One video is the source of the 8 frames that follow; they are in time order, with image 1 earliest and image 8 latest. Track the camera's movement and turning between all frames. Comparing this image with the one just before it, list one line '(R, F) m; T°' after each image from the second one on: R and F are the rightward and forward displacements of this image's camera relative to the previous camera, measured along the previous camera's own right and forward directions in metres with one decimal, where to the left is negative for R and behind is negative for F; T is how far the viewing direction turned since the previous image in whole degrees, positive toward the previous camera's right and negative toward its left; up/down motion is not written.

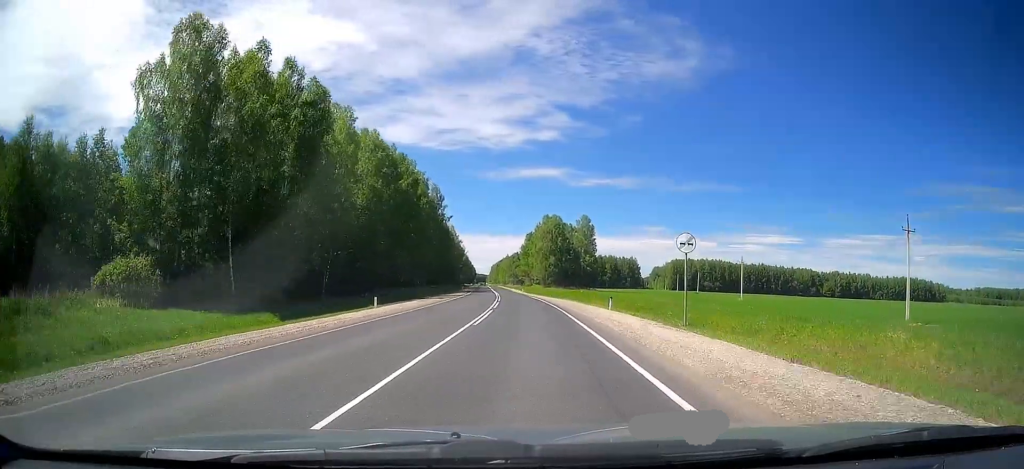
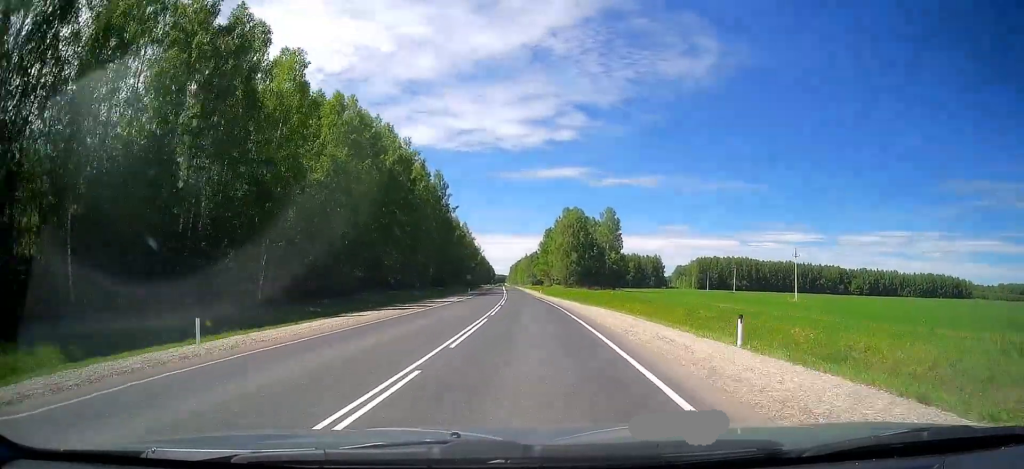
(-0.6, +17.7) m; -2°
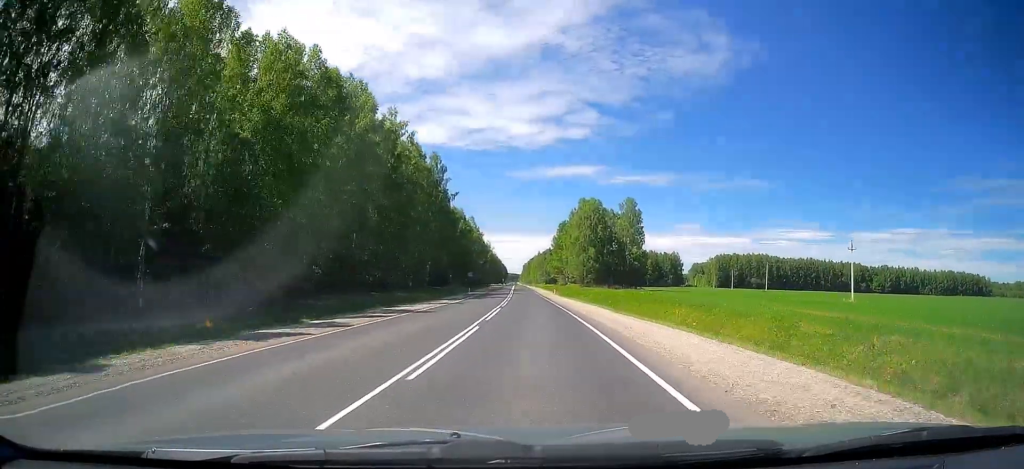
(-0.2, +15.8) m; -1°
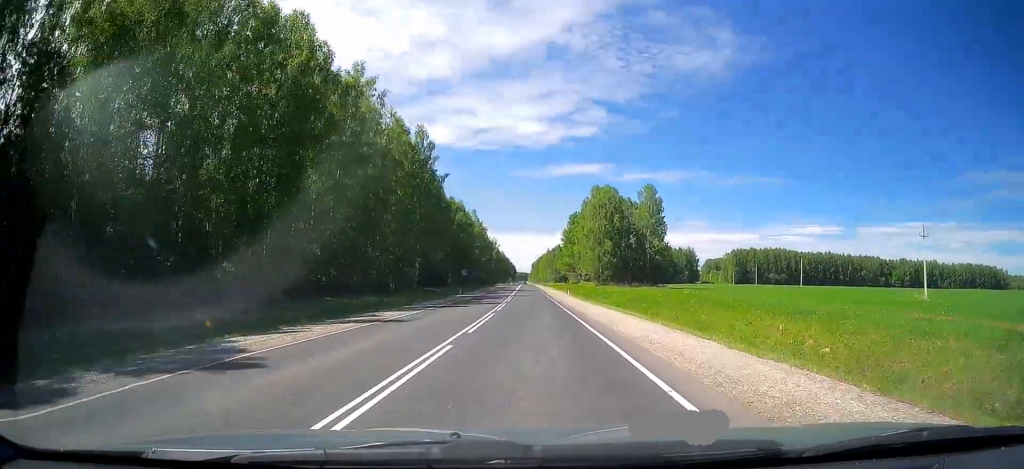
(-0.1, +16.7) m; -1°
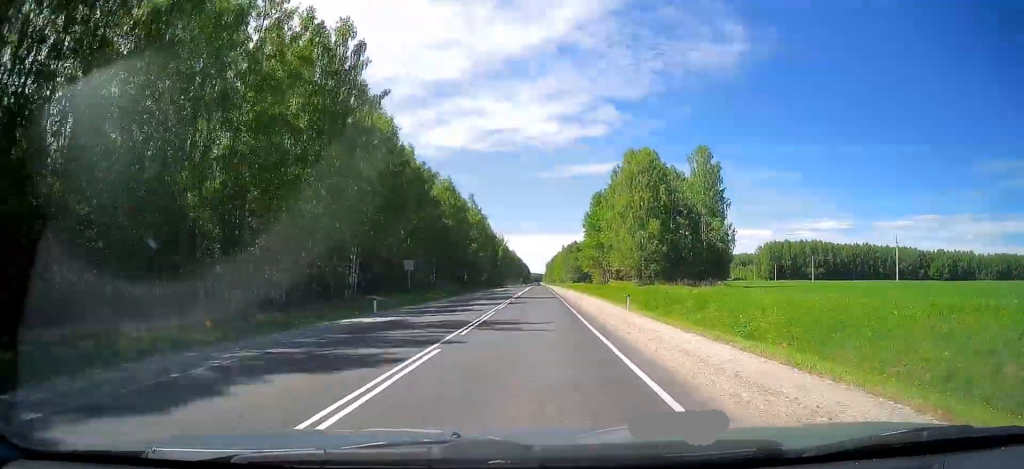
(-0.8, +36.7) m; -2°
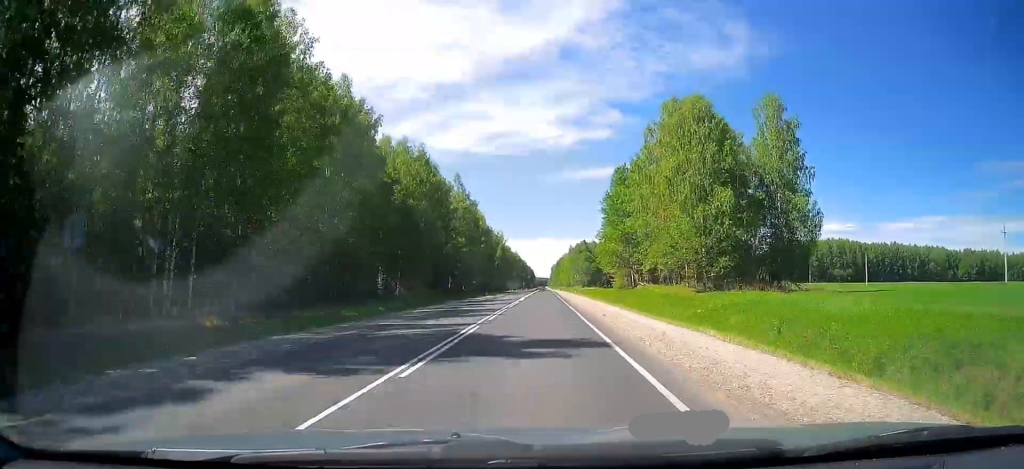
(0.0, +29.9) m; 0°
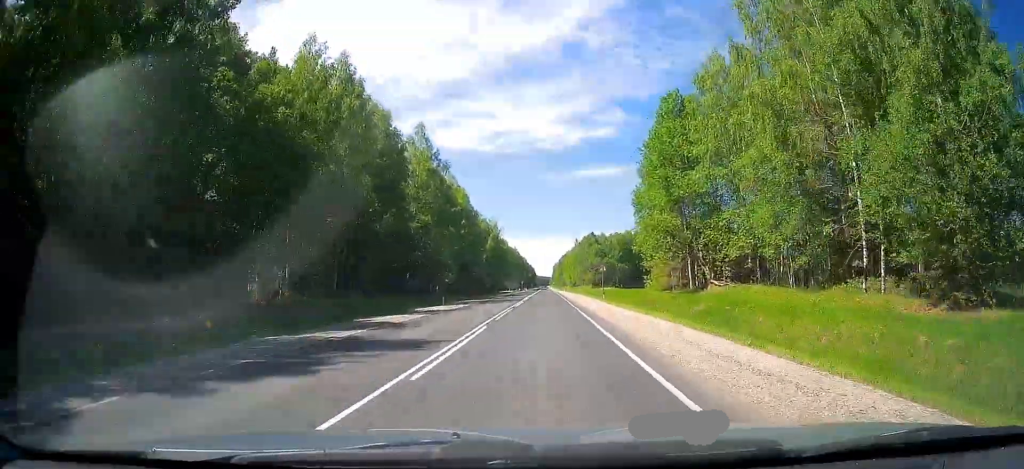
(-0.1, +36.0) m; 0°
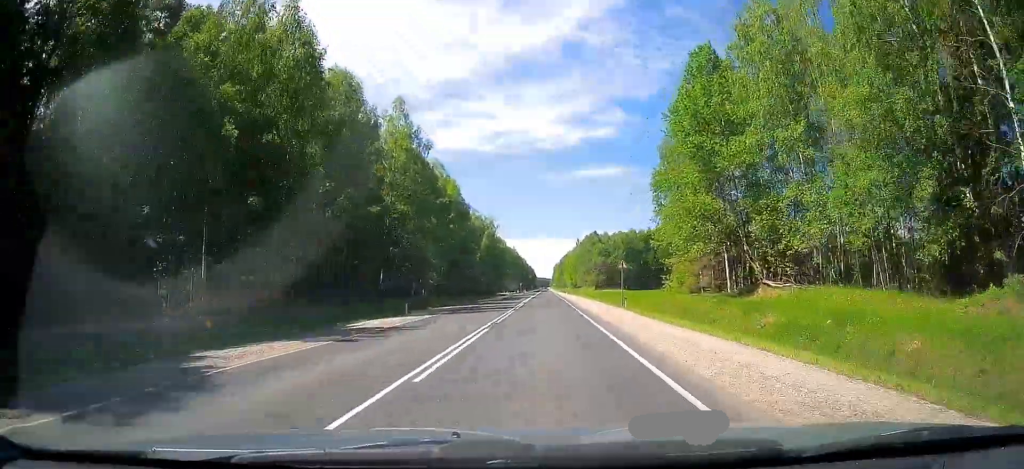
(0.0, +12.0) m; 0°
